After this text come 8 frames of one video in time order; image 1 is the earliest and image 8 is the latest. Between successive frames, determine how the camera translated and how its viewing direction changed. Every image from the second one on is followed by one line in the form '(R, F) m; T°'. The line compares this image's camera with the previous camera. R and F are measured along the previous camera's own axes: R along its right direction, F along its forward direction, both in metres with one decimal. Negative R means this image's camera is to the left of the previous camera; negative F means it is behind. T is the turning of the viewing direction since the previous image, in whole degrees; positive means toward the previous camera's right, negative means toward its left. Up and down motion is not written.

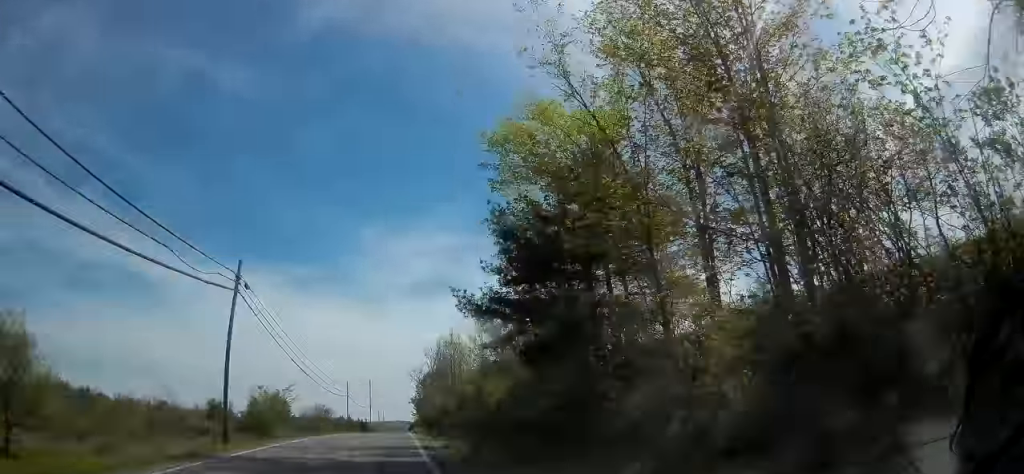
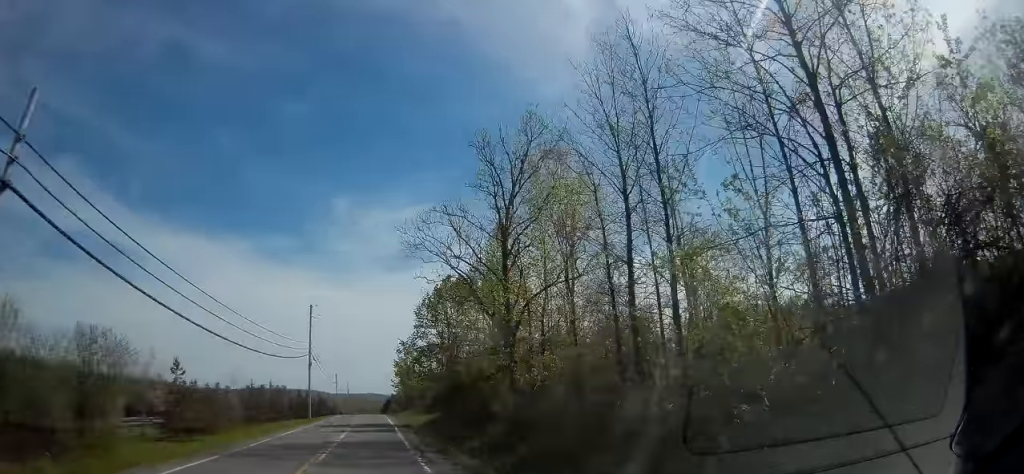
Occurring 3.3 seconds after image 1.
(+3.8, +70.1) m; +5°
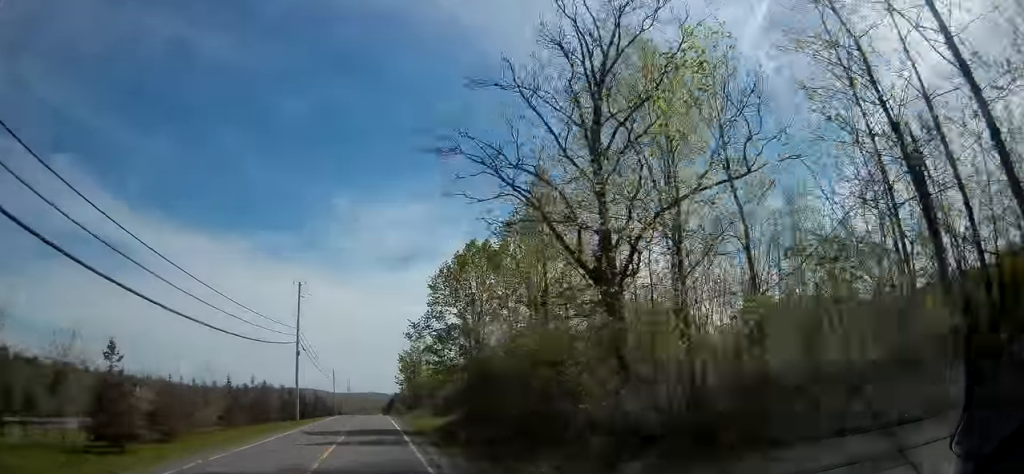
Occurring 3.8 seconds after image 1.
(0.0, +10.7) m; 0°
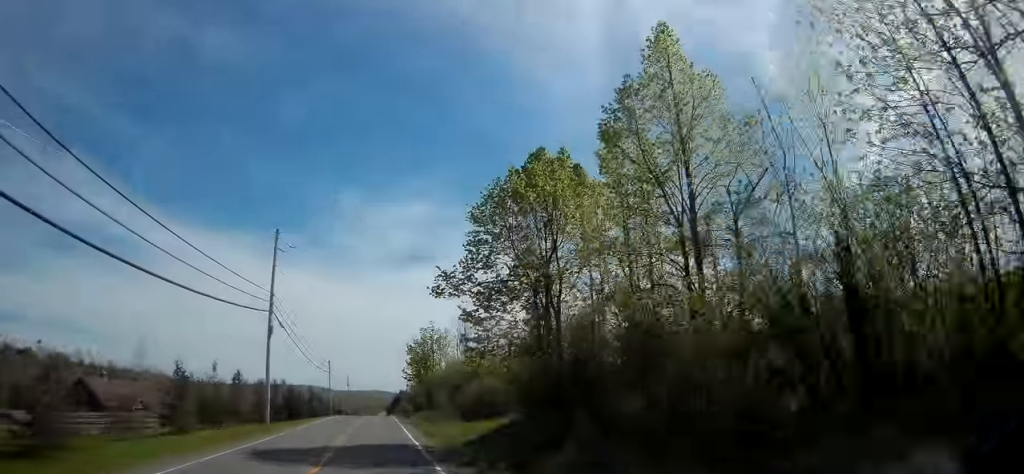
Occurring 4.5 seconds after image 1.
(+0.2, +14.3) m; 0°
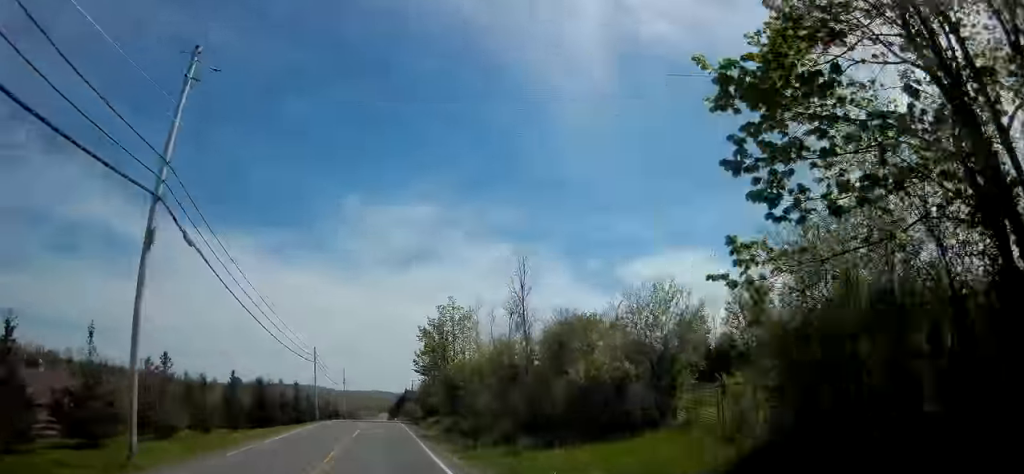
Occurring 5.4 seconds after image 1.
(-0.2, +19.6) m; -1°
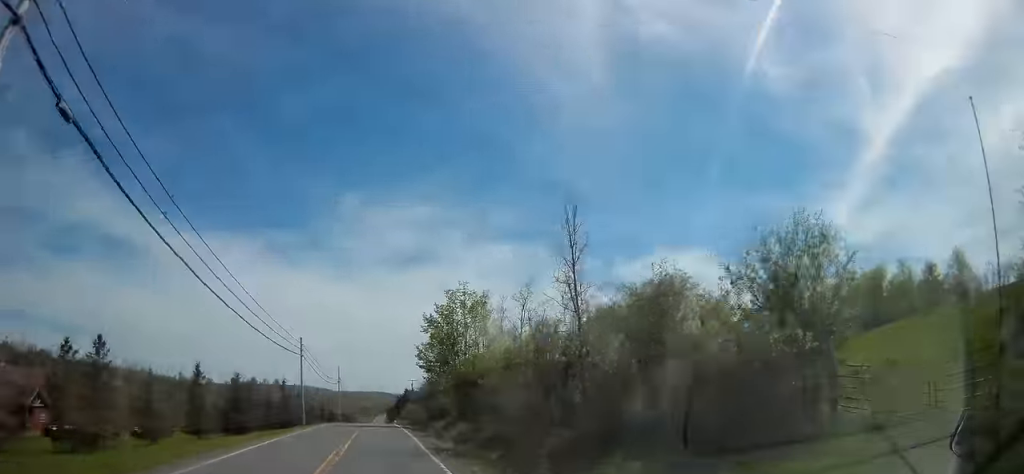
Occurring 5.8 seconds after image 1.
(0.0, +8.7) m; 0°
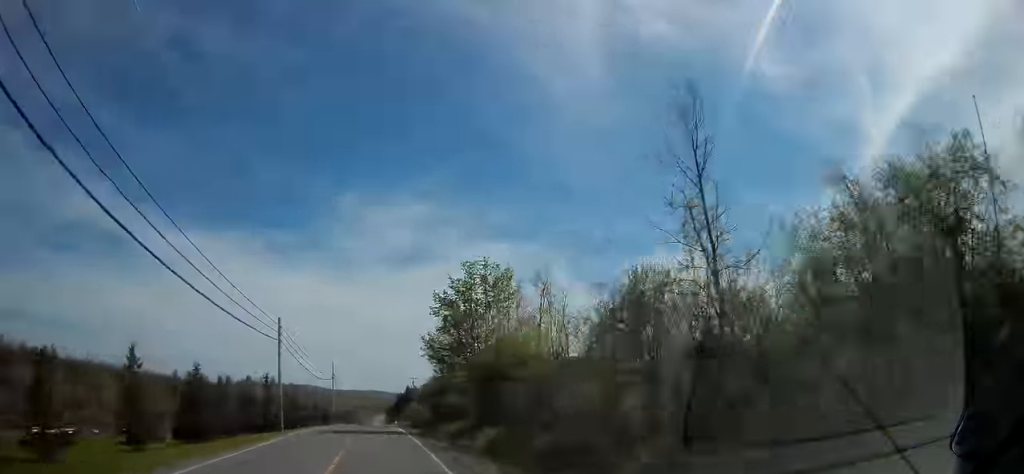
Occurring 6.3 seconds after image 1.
(-0.1, +10.2) m; 0°
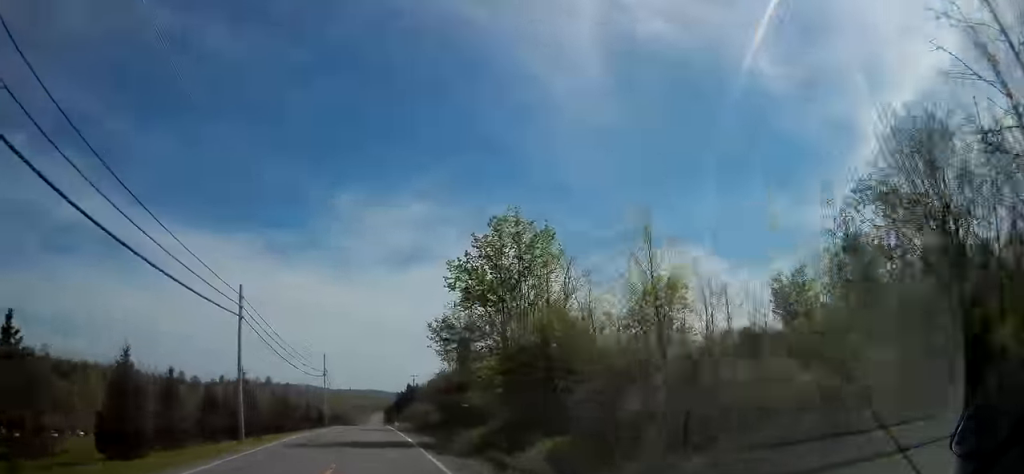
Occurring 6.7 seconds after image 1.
(0.0, +10.2) m; 0°
